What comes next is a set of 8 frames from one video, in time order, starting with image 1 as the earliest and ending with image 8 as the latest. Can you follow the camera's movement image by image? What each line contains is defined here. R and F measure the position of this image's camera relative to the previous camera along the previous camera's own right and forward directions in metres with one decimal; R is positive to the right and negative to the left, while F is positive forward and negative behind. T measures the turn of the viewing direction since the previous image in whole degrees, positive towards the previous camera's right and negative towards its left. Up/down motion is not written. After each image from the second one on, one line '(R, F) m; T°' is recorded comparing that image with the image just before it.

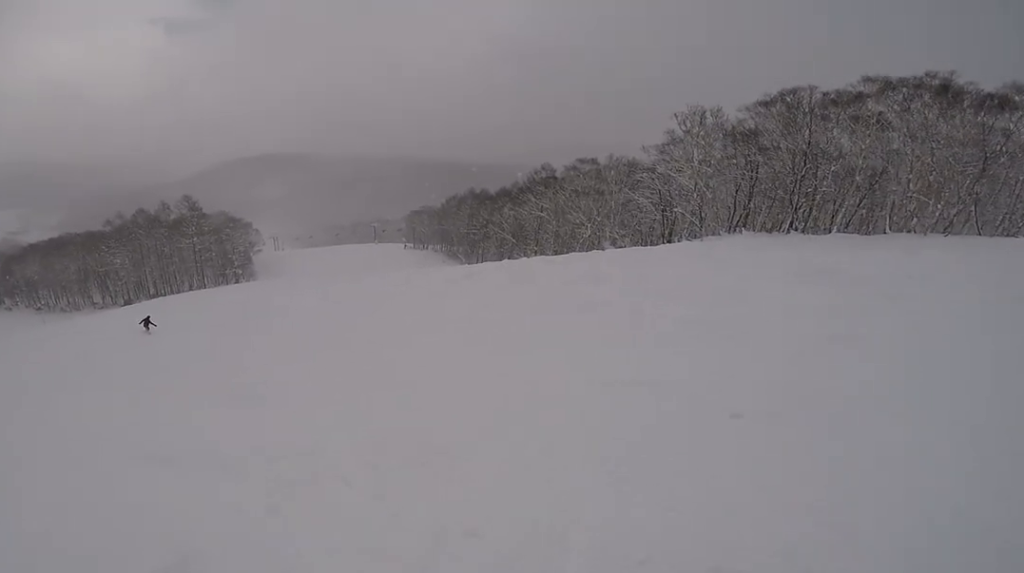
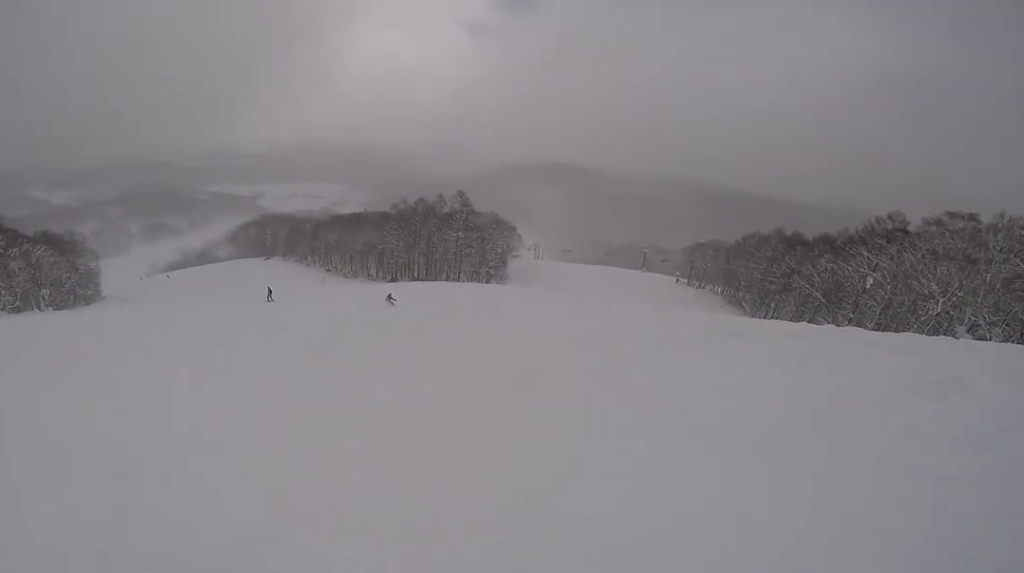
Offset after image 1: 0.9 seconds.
(-0.7, +3.2) m; -27°
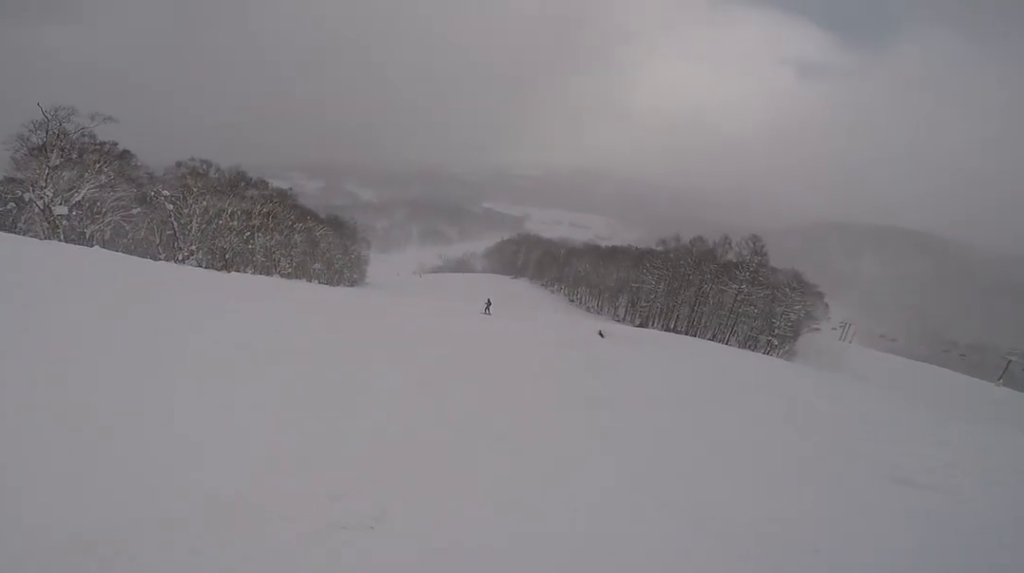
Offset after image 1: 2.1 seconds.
(-1.5, +4.1) m; -38°
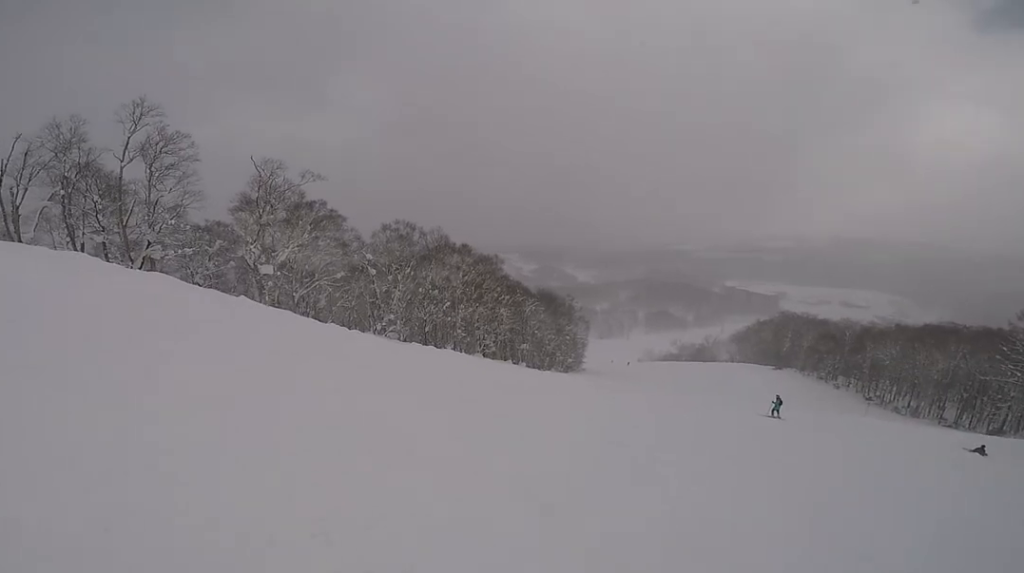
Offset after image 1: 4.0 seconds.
(-2.6, +7.0) m; -36°
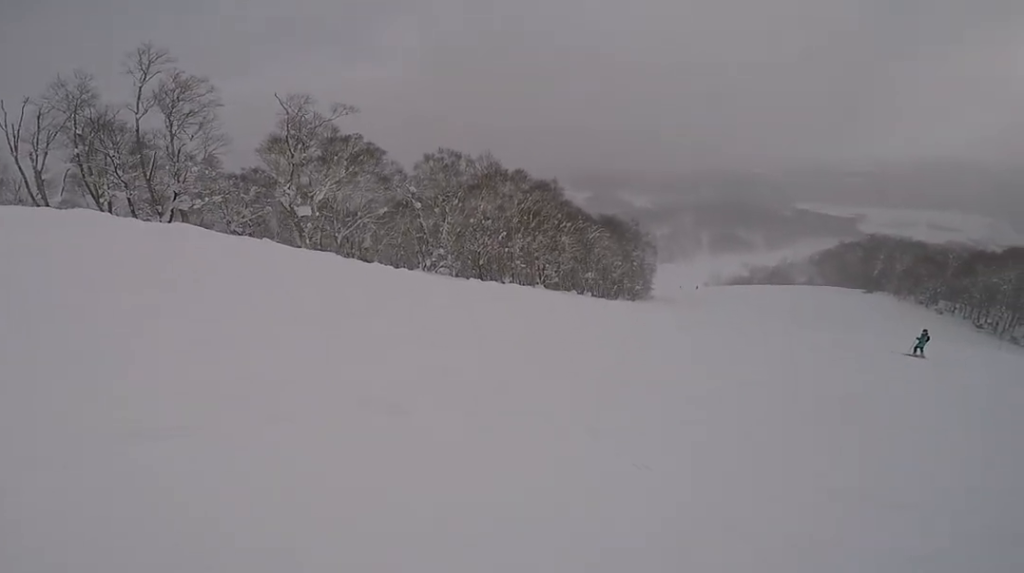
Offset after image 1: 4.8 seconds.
(-0.5, +3.8) m; -5°
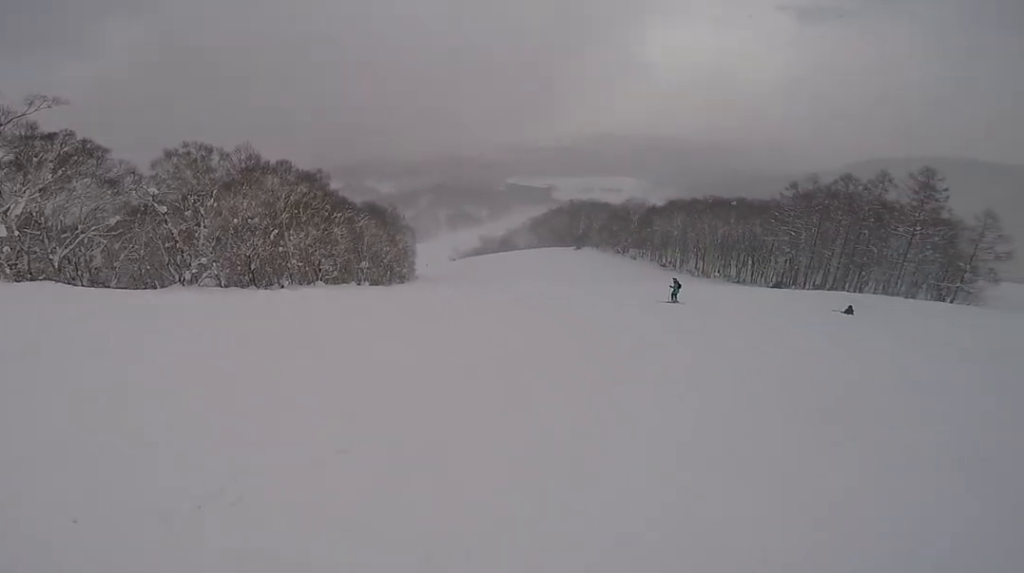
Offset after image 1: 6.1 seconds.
(+0.5, +5.3) m; +25°
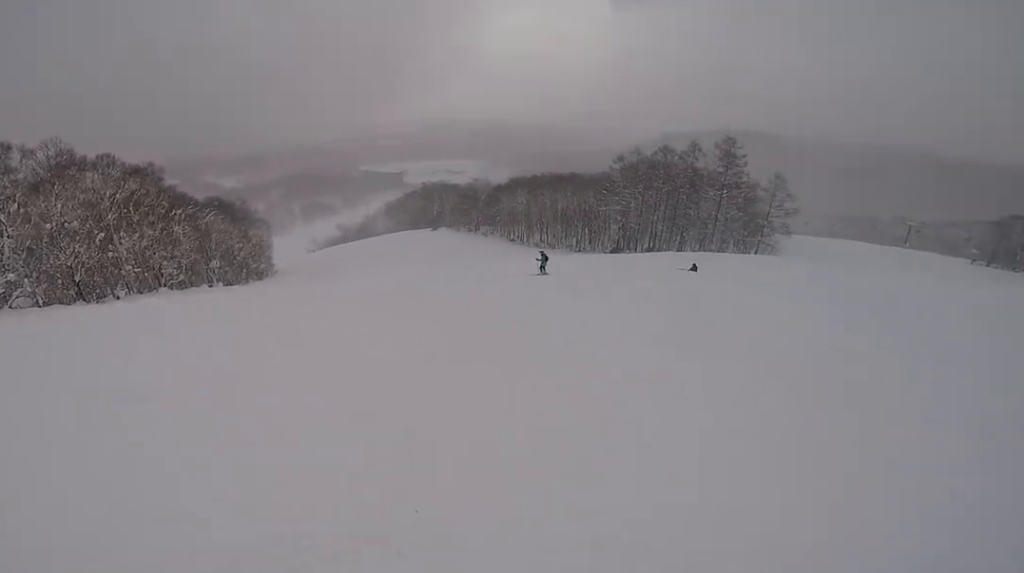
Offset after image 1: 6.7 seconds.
(+0.3, +2.3) m; +21°
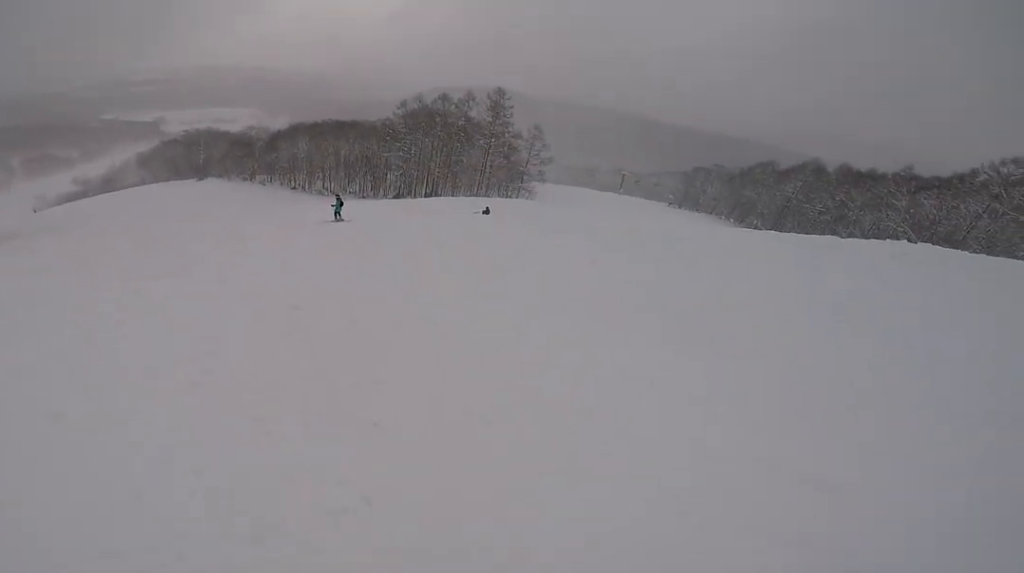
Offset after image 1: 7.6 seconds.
(+0.9, +3.5) m; +31°
